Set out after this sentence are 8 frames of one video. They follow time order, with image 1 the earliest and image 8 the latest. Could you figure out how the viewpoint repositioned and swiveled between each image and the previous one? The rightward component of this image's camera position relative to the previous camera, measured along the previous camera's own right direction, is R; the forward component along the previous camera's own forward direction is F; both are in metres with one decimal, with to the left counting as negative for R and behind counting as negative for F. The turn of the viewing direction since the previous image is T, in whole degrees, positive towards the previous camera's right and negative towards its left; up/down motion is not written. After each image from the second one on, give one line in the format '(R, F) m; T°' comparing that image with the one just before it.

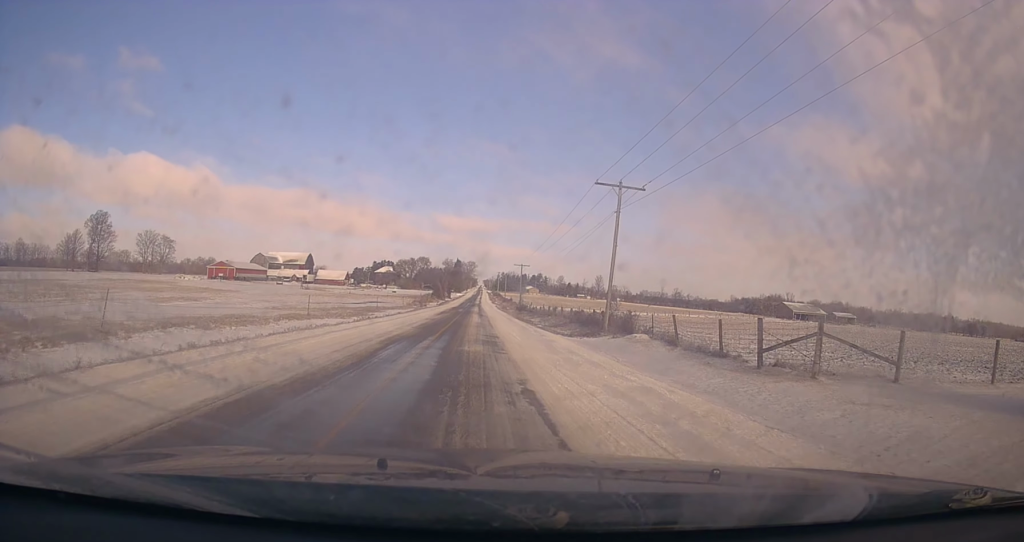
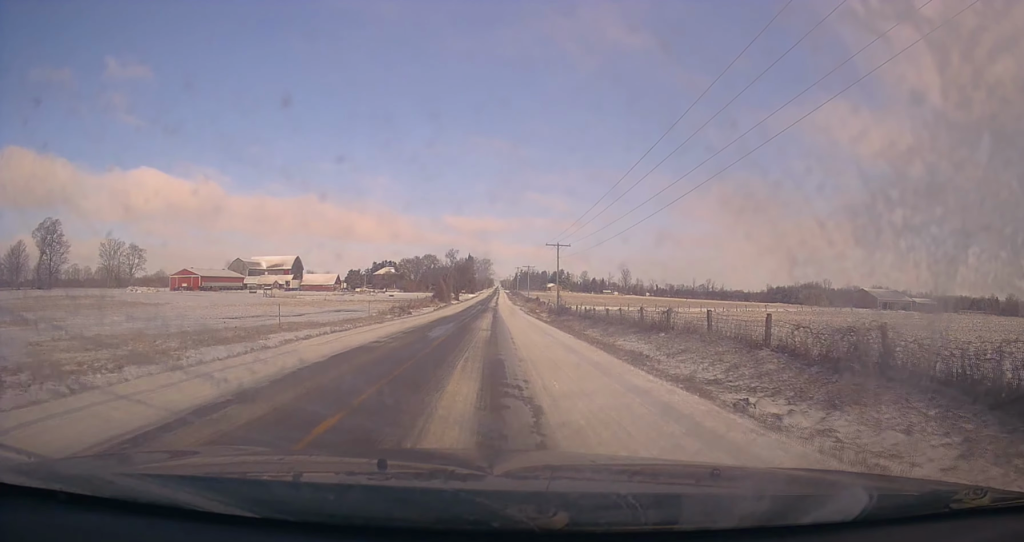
(-1.1, +37.7) m; -1°
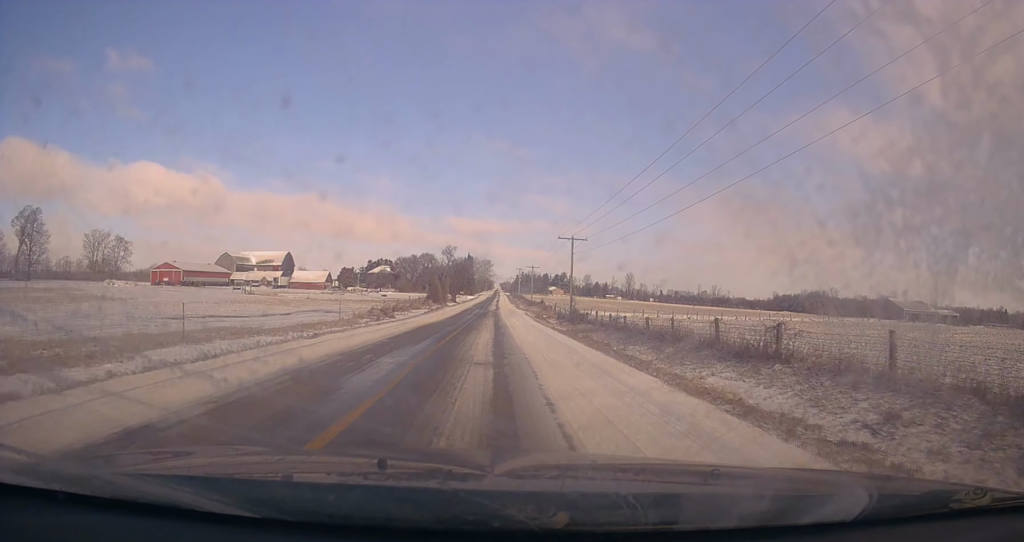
(+0.1, +11.7) m; 0°
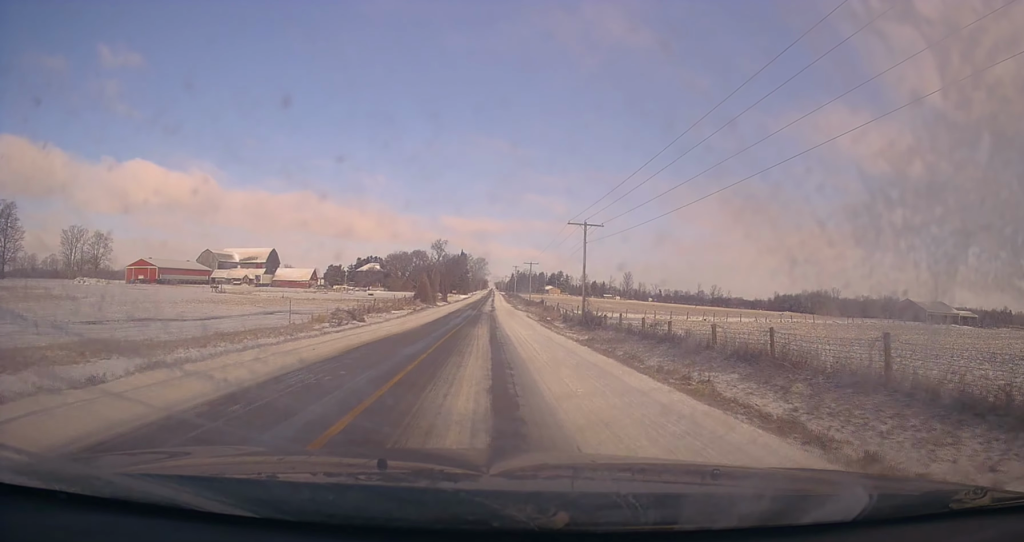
(-0.1, +10.9) m; -1°
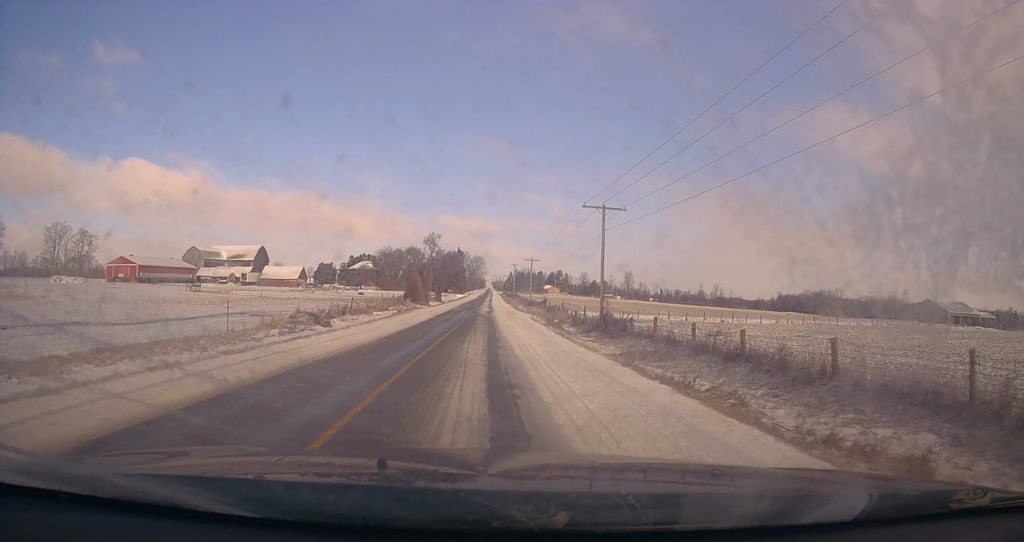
(0.0, +9.0) m; 0°
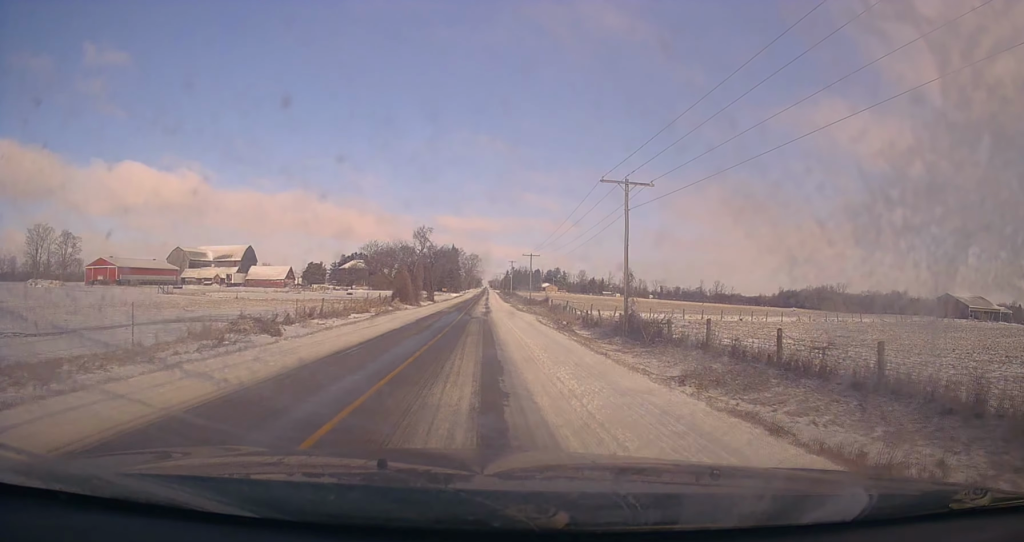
(0.0, +8.1) m; 0°
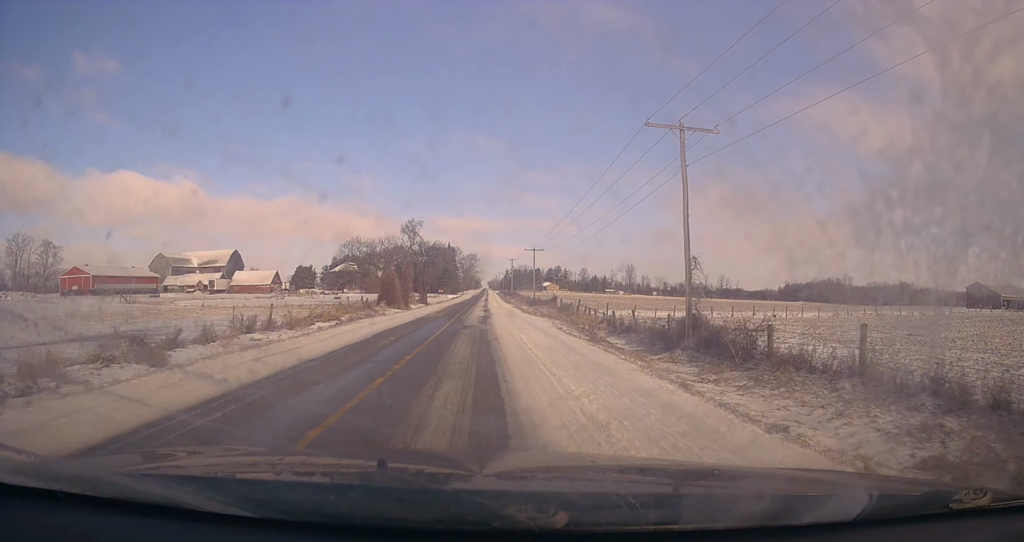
(0.0, +10.5) m; 0°
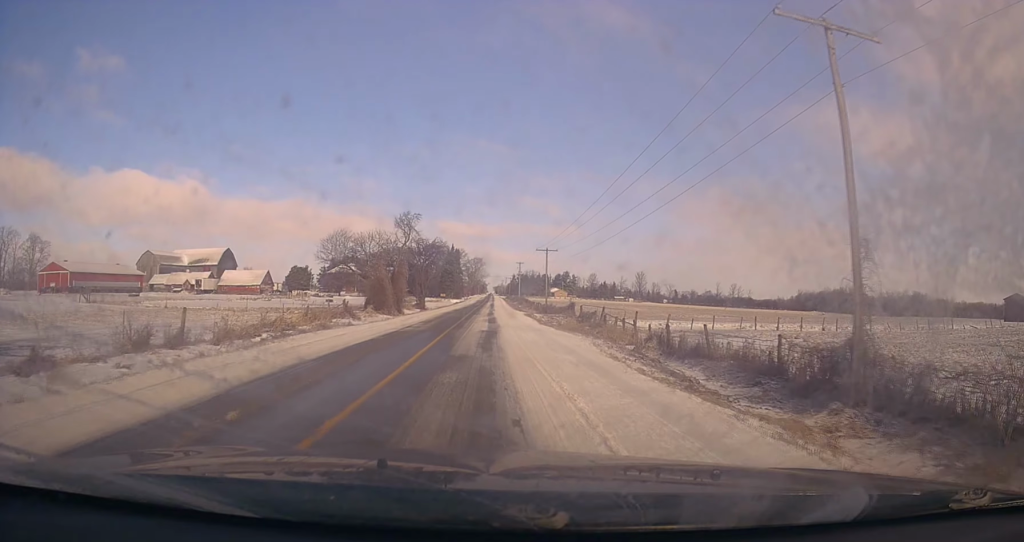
(0.0, +10.5) m; 0°
